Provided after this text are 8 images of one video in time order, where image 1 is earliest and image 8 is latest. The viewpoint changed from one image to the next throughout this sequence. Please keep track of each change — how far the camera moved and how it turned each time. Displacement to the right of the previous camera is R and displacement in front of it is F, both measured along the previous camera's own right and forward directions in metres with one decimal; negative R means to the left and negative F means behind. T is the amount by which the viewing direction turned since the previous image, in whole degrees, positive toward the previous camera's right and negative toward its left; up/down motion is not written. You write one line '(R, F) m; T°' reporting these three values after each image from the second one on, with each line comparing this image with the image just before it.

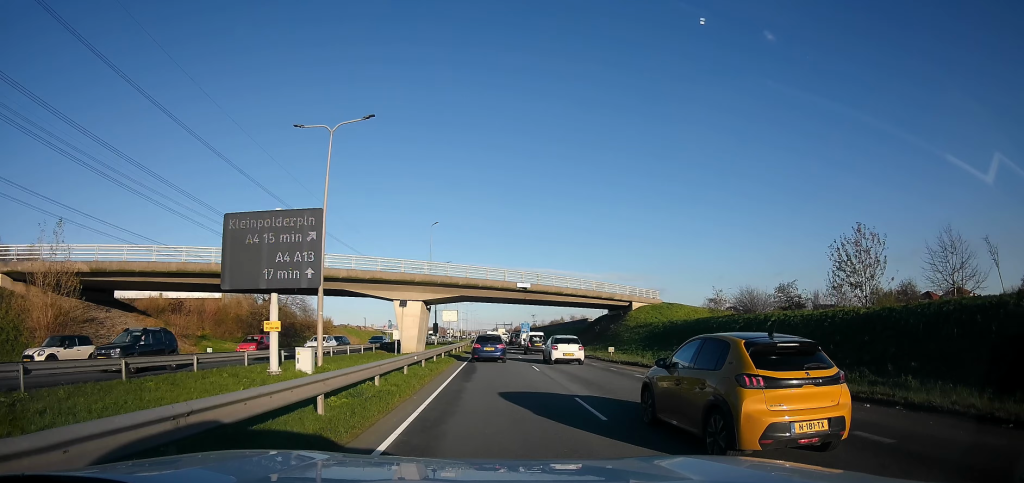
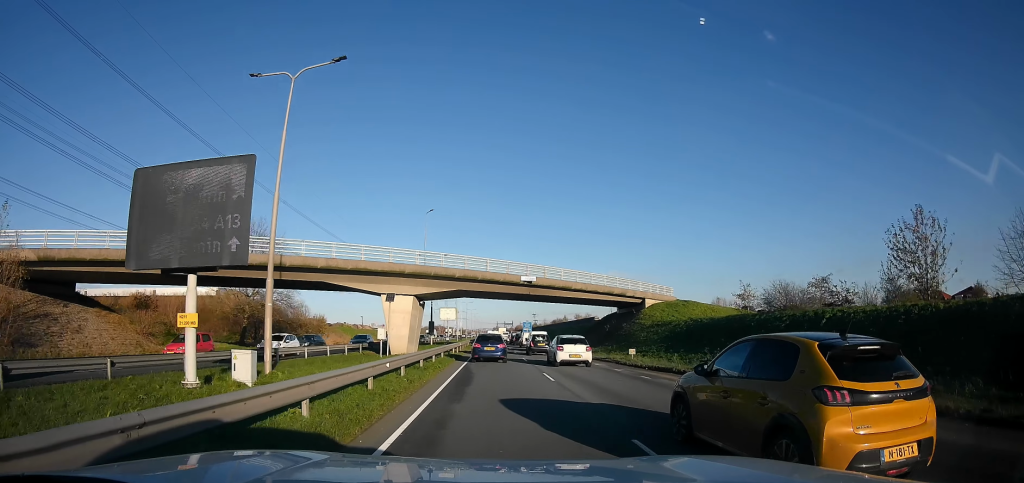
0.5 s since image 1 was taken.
(-0.2, +4.6) m; 0°
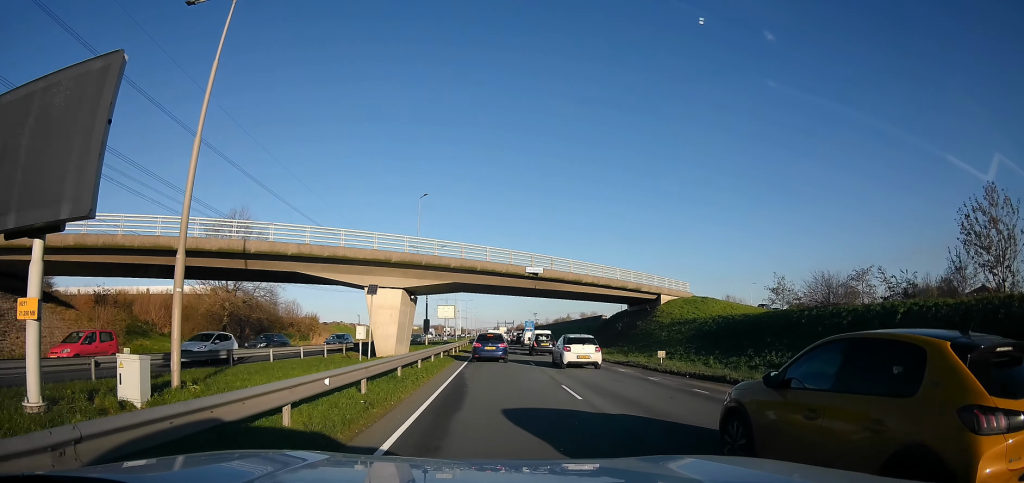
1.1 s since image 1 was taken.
(+0.3, +4.8) m; +3°
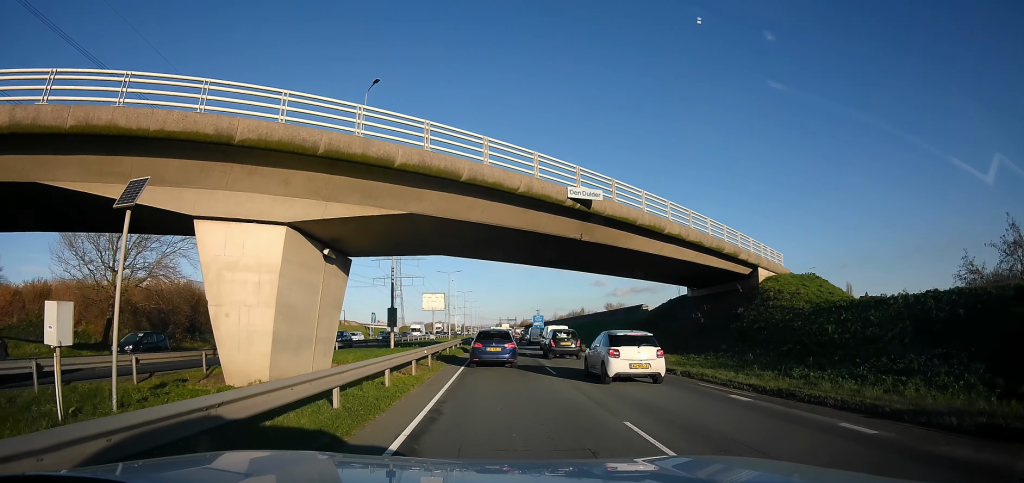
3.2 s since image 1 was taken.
(+0.8, +18.8) m; +3°
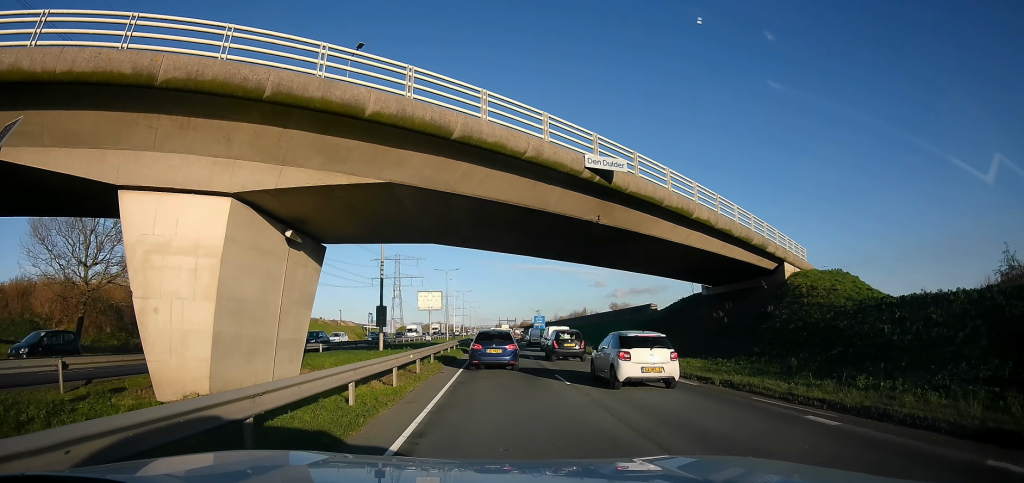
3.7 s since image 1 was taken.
(0.0, +3.4) m; 0°
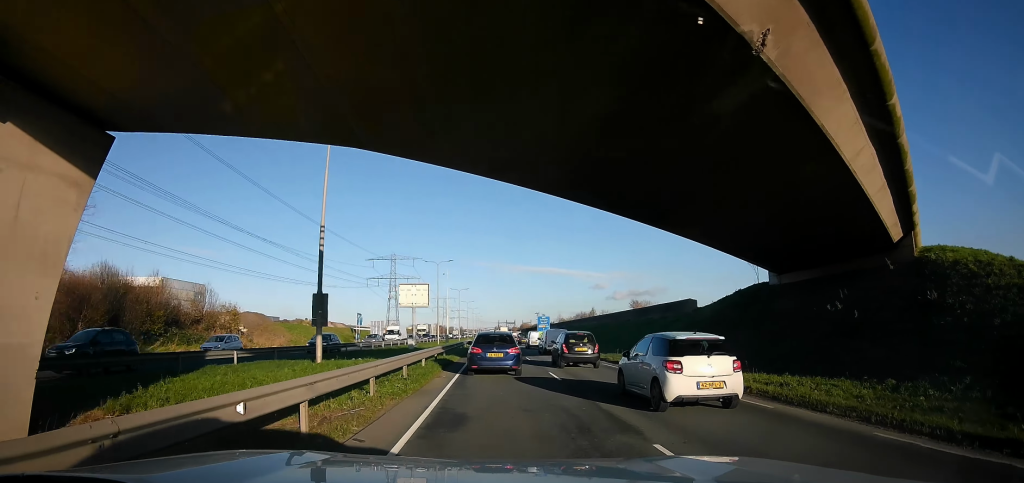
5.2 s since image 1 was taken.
(0.0, +11.2) m; -1°
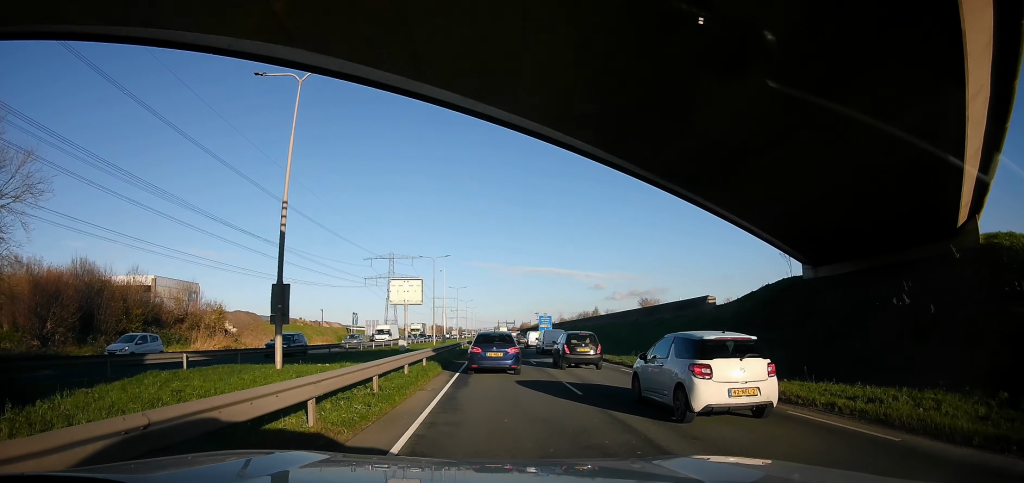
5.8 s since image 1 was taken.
(0.0, +3.6) m; -1°
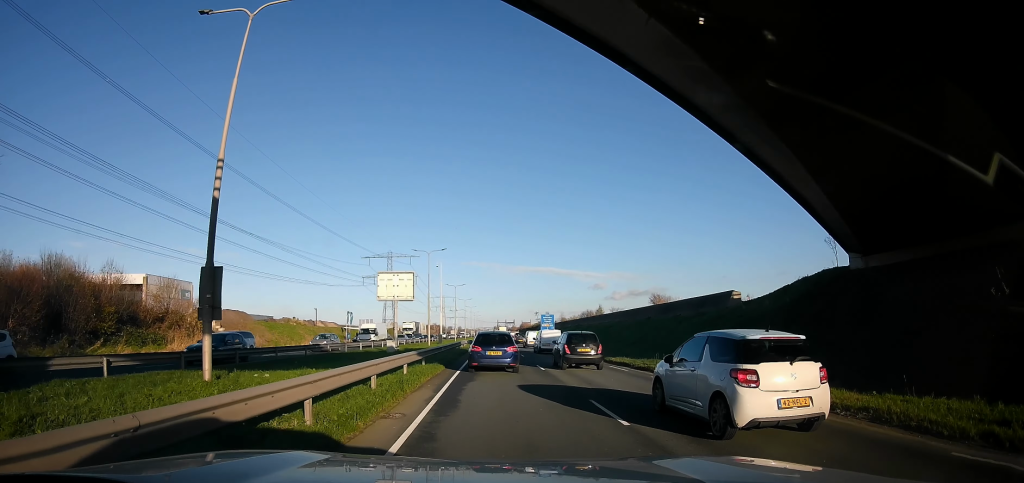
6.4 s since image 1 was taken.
(0.0, +4.0) m; -1°
